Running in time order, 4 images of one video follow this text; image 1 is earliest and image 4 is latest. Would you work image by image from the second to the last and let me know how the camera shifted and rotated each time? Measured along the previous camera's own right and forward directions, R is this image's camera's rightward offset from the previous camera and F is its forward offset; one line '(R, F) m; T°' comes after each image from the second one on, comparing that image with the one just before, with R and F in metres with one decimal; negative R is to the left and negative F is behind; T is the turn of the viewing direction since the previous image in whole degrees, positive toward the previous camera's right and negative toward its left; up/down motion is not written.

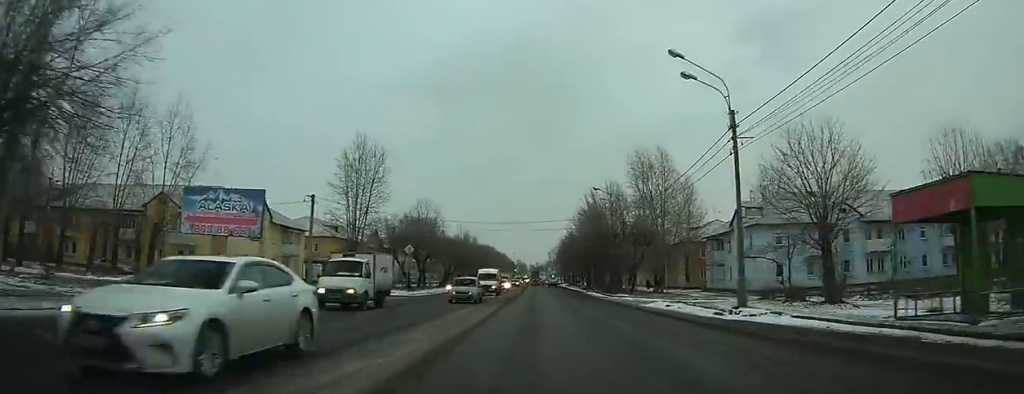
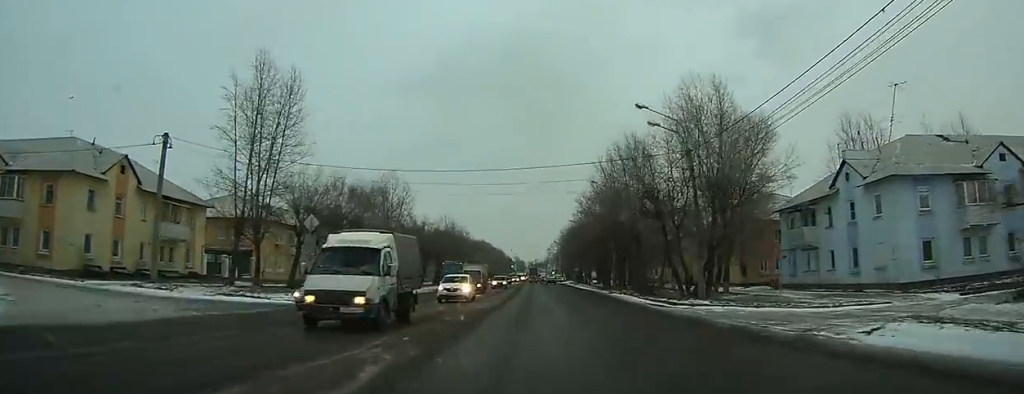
(+0.1, +24.1) m; +1°
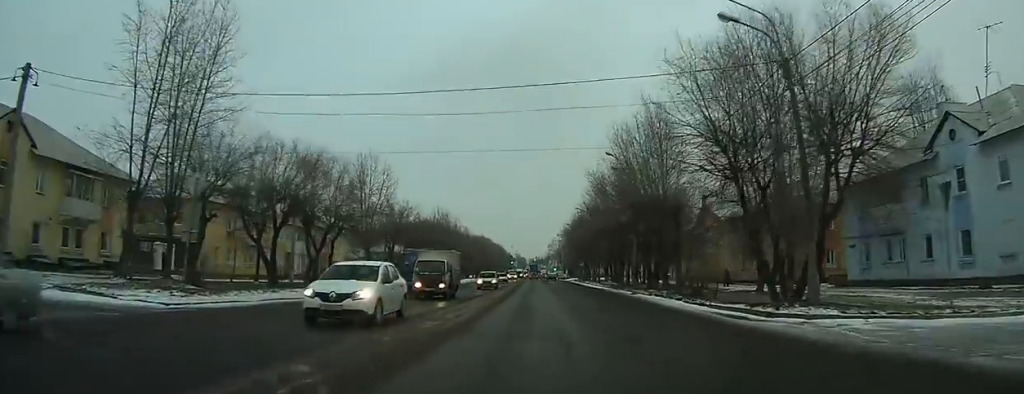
(+0.1, +11.6) m; 0°
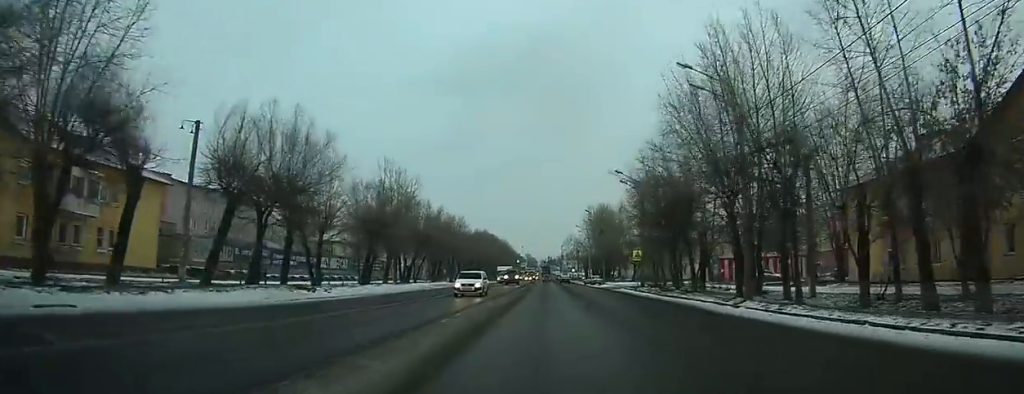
(-0.7, +51.7) m; -2°
